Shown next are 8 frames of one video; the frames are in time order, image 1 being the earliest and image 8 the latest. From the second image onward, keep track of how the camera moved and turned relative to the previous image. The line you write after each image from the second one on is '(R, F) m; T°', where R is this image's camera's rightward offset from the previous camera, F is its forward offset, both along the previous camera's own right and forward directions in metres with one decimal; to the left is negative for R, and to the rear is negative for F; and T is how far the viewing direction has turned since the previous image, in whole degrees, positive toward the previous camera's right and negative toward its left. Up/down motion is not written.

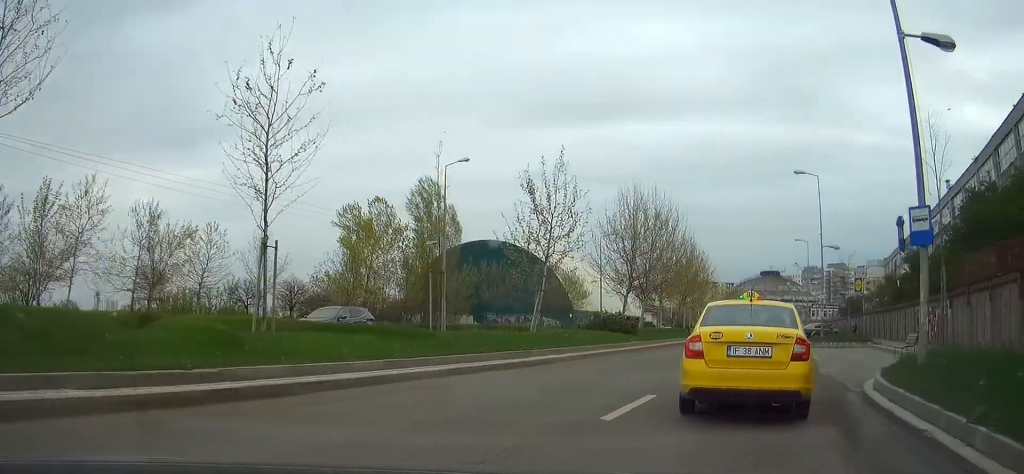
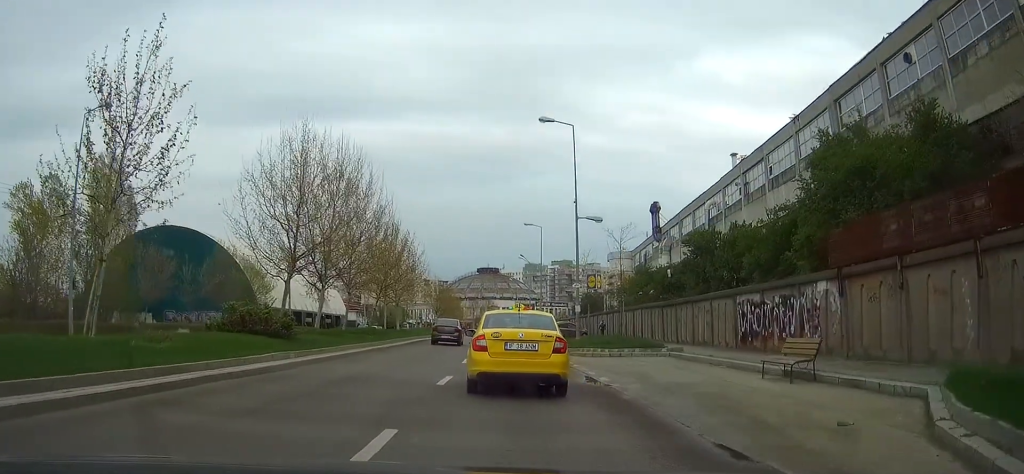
(+2.0, +12.0) m; +20°
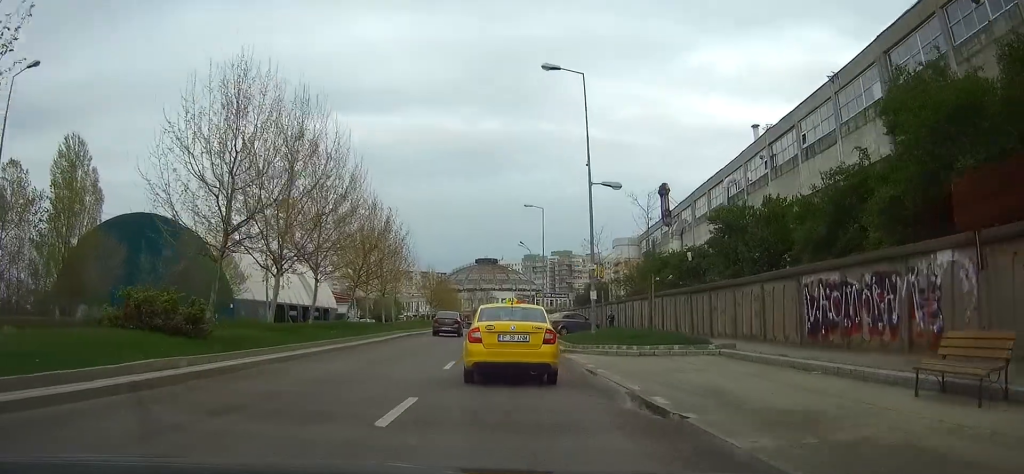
(+0.5, +6.1) m; +4°
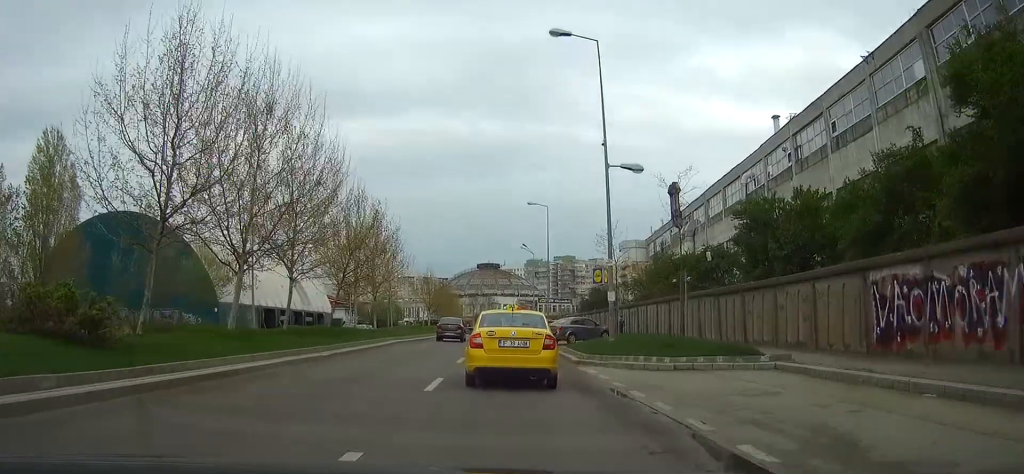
(+0.2, +3.9) m; +1°
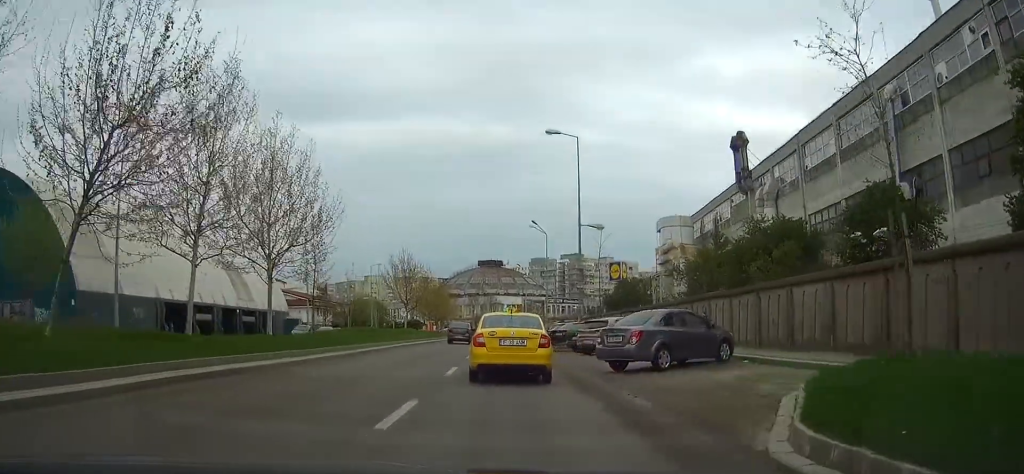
(-1.0, +22.0) m; -3°
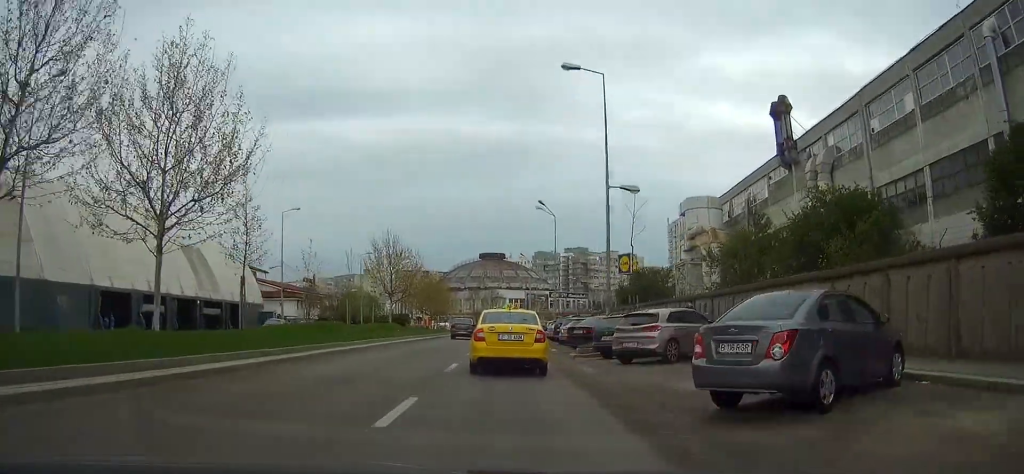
(0.0, +9.0) m; 0°
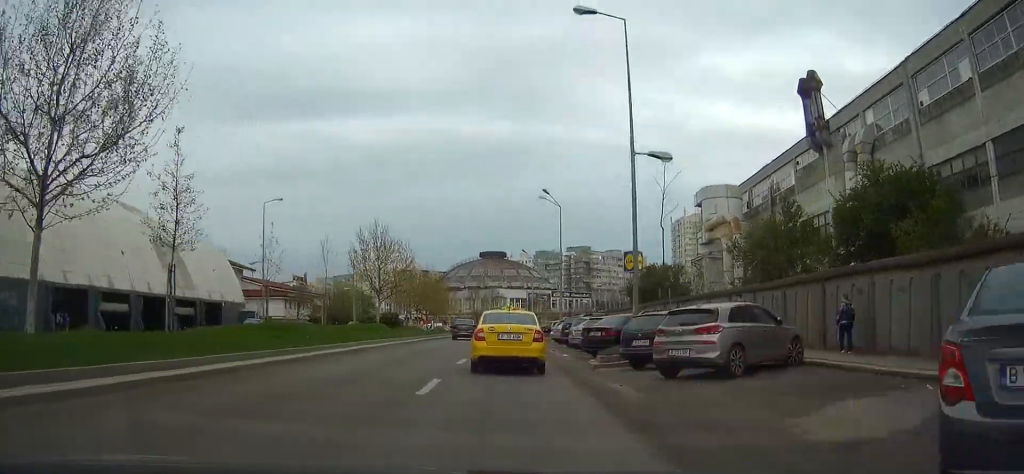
(0.0, +5.4) m; 0°
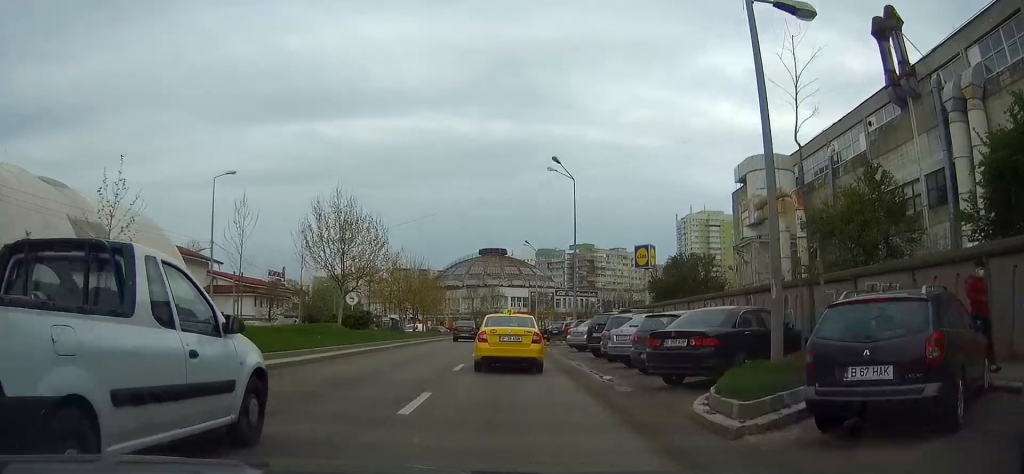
(0.0, +11.1) m; +1°
